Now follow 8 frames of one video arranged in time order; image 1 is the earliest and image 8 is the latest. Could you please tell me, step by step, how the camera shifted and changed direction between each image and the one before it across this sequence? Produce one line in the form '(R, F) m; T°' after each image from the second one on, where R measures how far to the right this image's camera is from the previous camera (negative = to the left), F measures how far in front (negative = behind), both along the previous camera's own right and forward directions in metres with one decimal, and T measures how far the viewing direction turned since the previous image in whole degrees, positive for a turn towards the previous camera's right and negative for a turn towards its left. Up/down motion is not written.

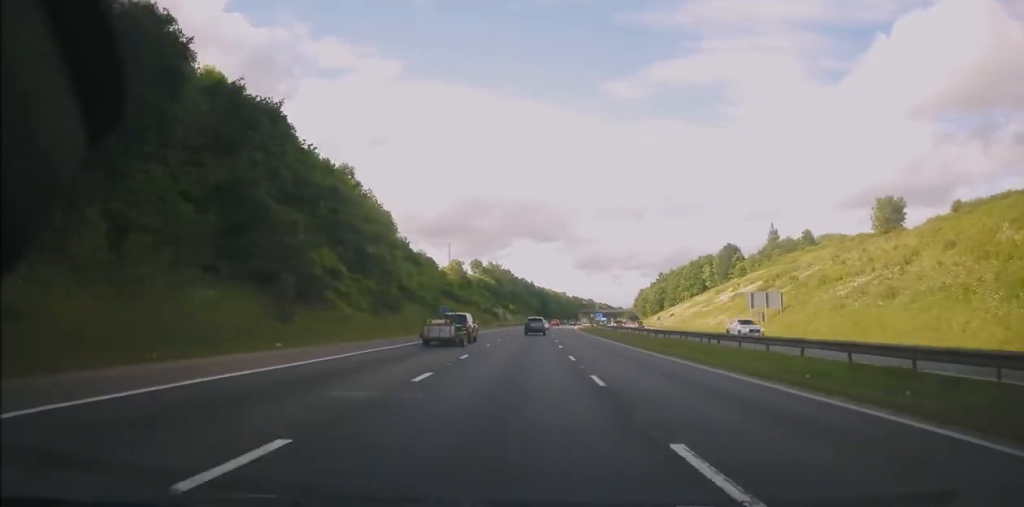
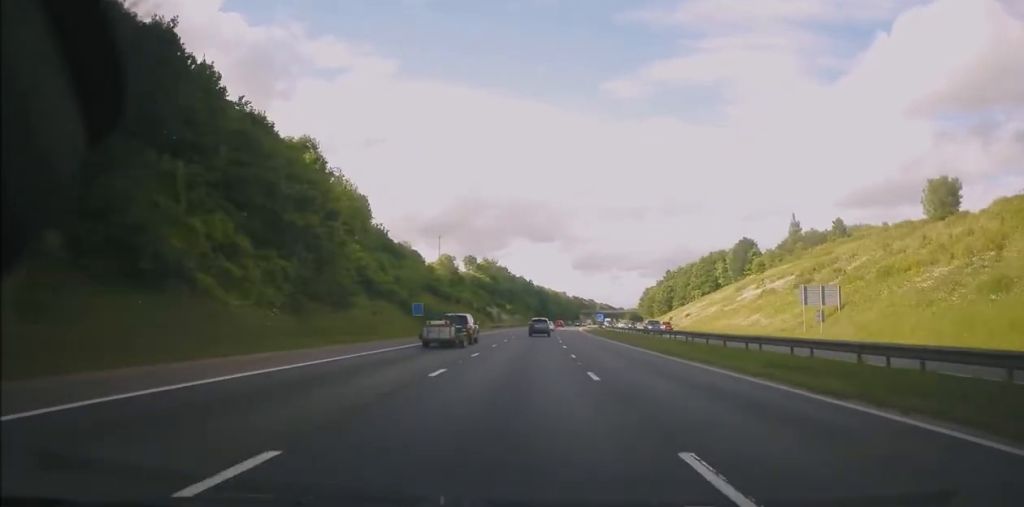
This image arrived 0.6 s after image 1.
(-0.1, +16.4) m; +1°
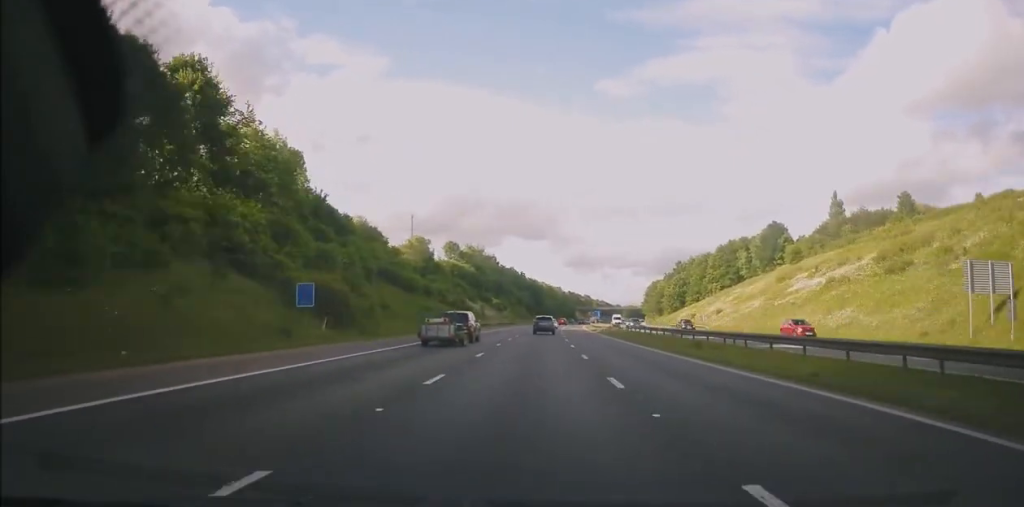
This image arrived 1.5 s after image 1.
(+0.4, +27.7) m; +1°
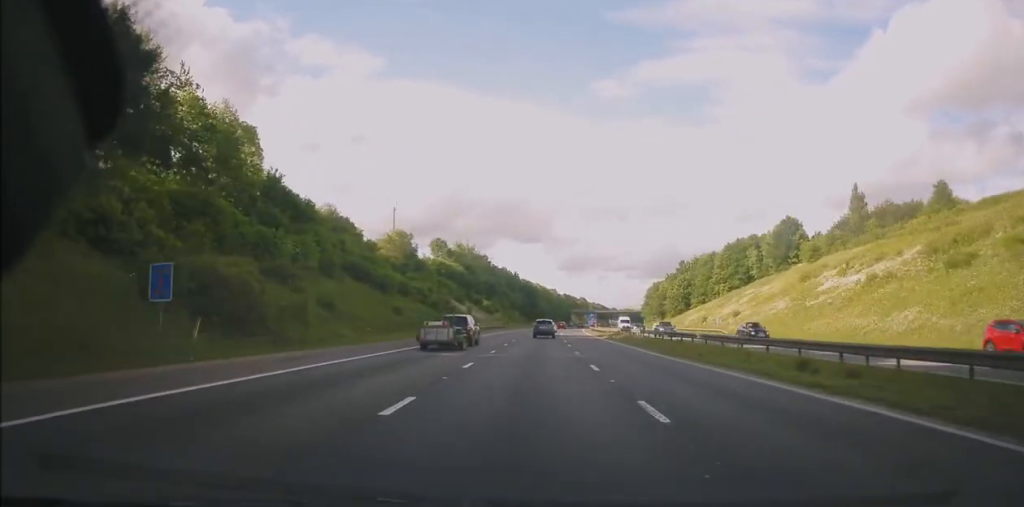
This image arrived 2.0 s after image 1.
(0.0, +12.3) m; 0°
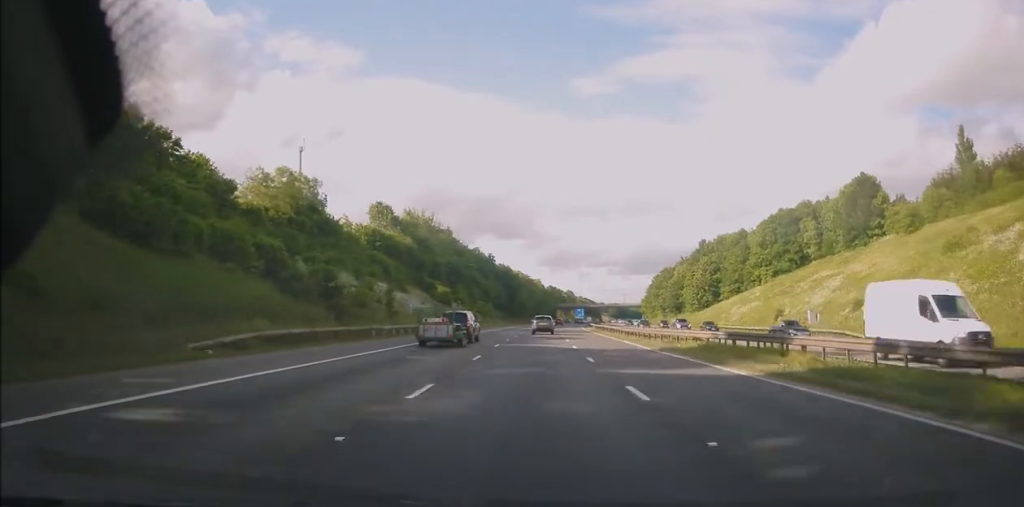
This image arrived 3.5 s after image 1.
(+0.5, +42.3) m; +1°
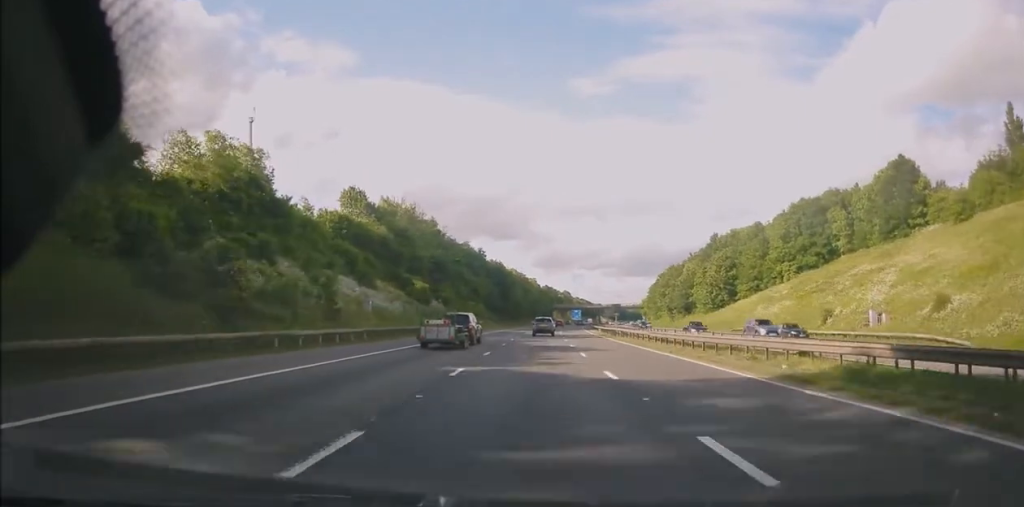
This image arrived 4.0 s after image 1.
(+0.1, +13.9) m; +1°
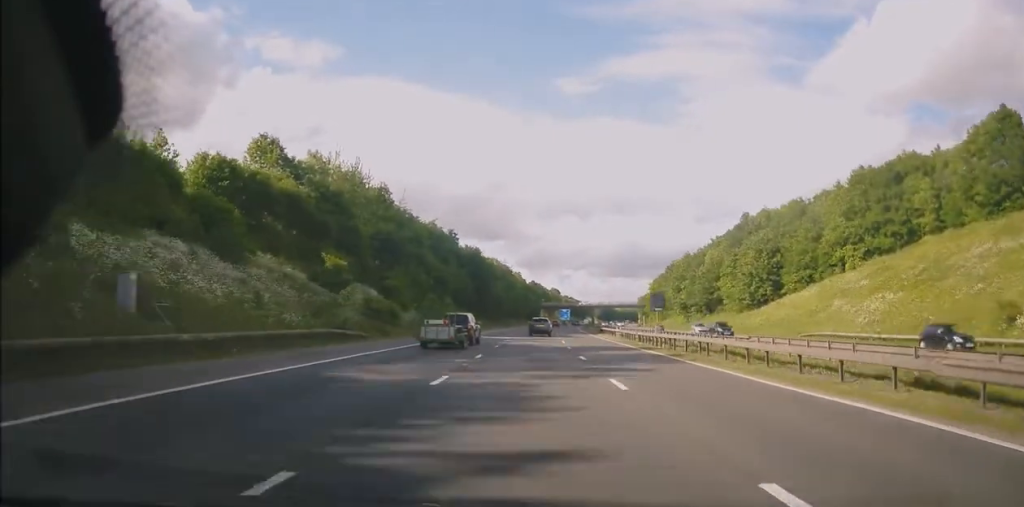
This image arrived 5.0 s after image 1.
(+0.3, +28.6) m; +1°
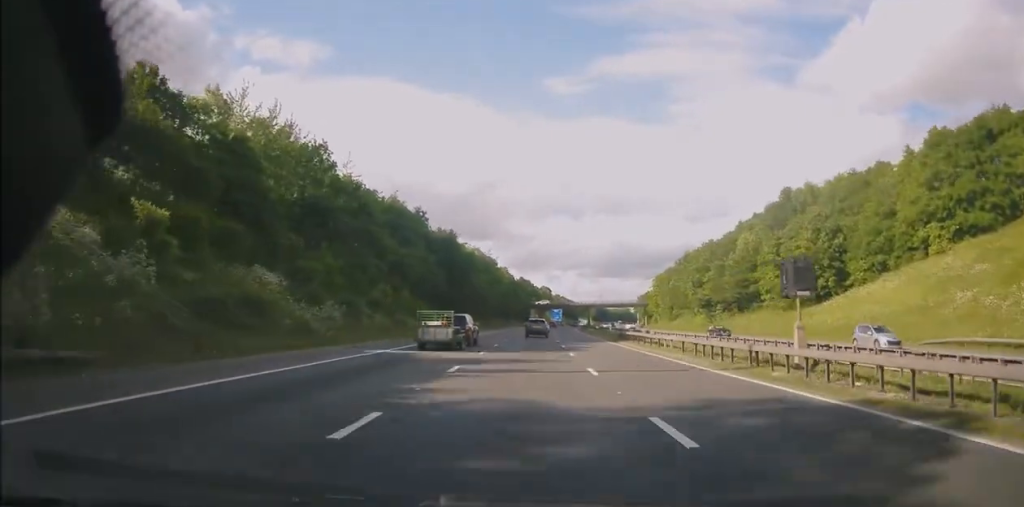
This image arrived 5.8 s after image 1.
(+0.4, +23.0) m; +1°
